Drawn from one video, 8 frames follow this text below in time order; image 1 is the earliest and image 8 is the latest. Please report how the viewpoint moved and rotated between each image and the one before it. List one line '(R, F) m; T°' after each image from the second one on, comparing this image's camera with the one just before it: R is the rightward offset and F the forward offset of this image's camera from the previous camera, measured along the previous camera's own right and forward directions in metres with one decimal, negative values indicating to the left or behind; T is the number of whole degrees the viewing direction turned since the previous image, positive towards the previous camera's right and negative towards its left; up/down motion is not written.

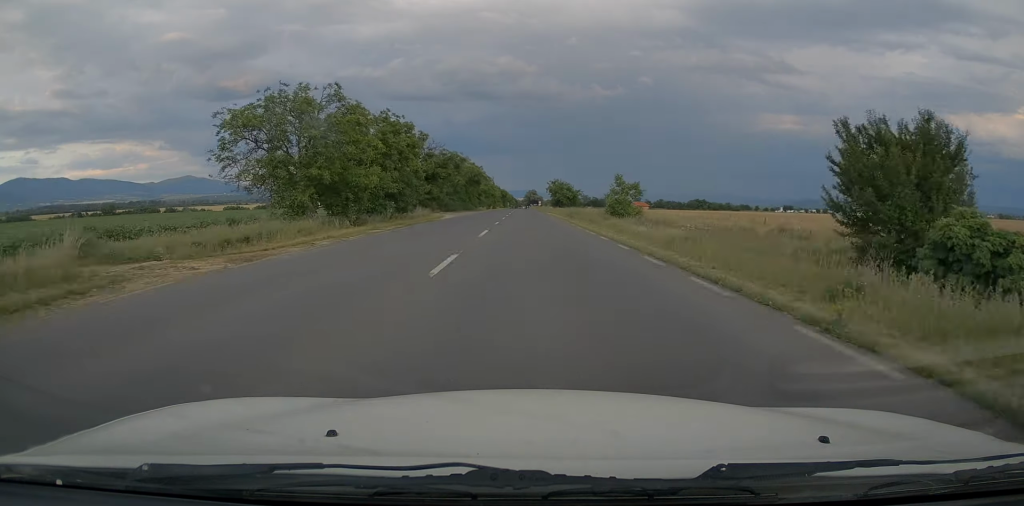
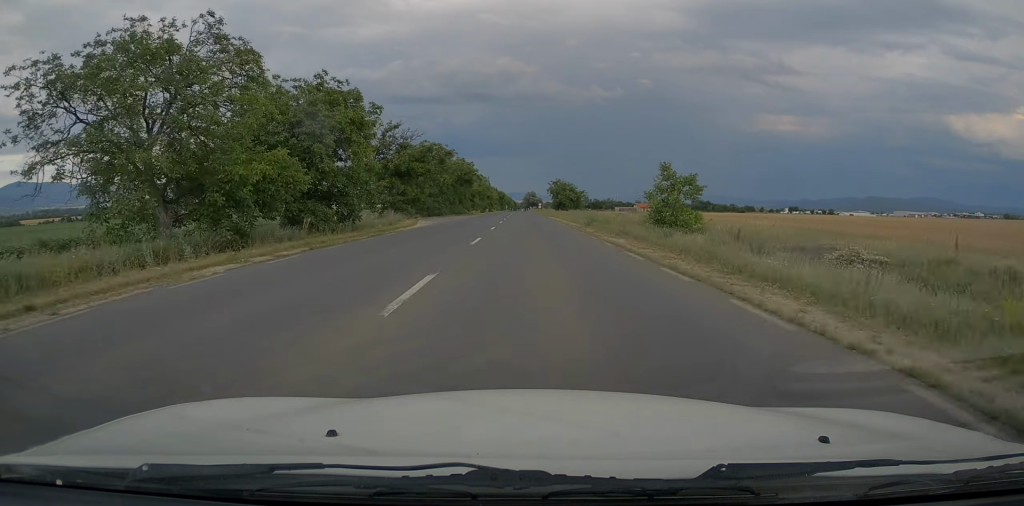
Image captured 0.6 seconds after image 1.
(+0.1, +14.1) m; 0°
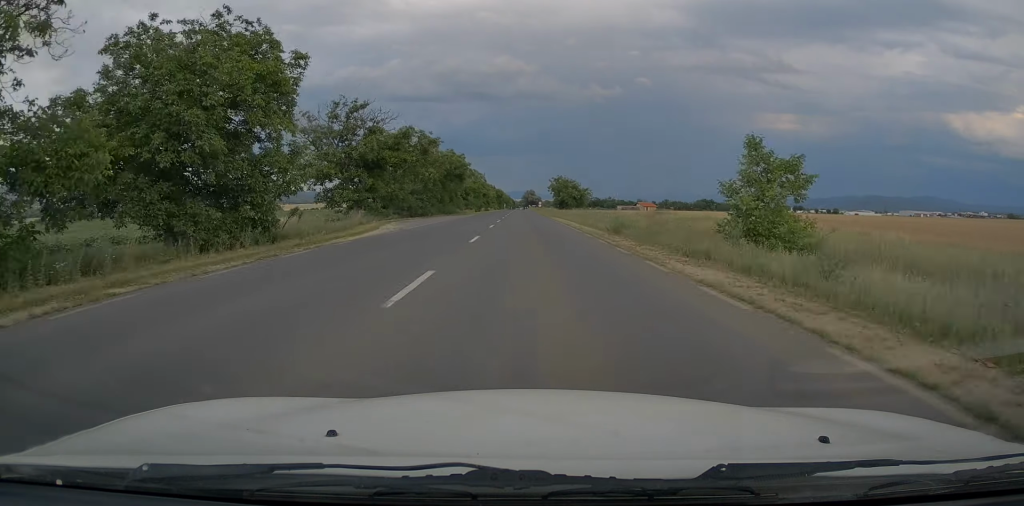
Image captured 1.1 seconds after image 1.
(+0.1, +10.8) m; 0°
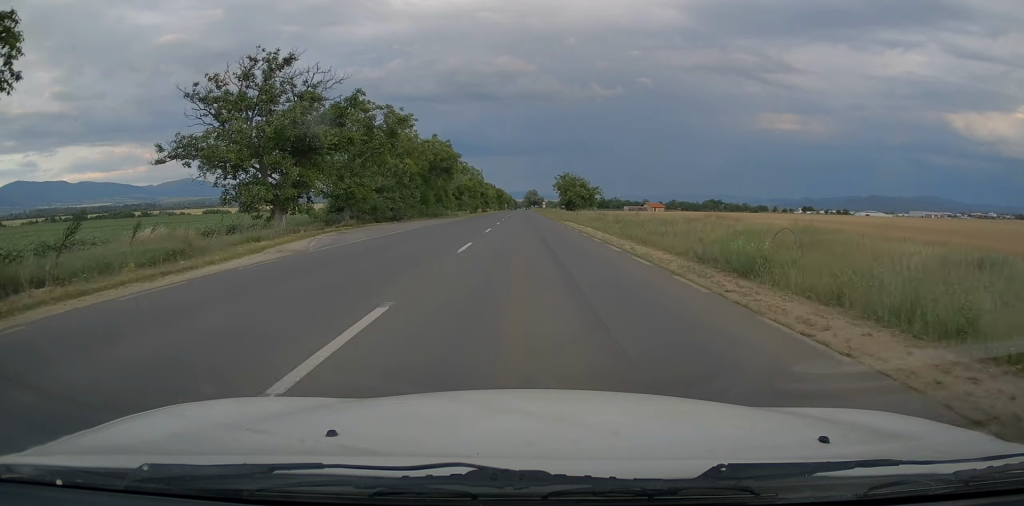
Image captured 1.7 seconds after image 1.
(-0.1, +14.3) m; 0°
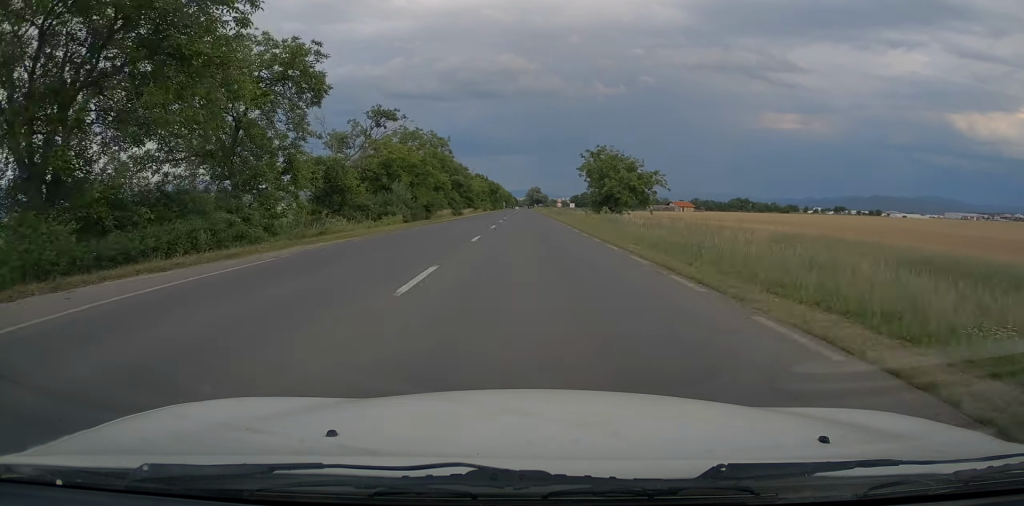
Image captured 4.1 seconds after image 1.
(-0.5, +51.5) m; 0°
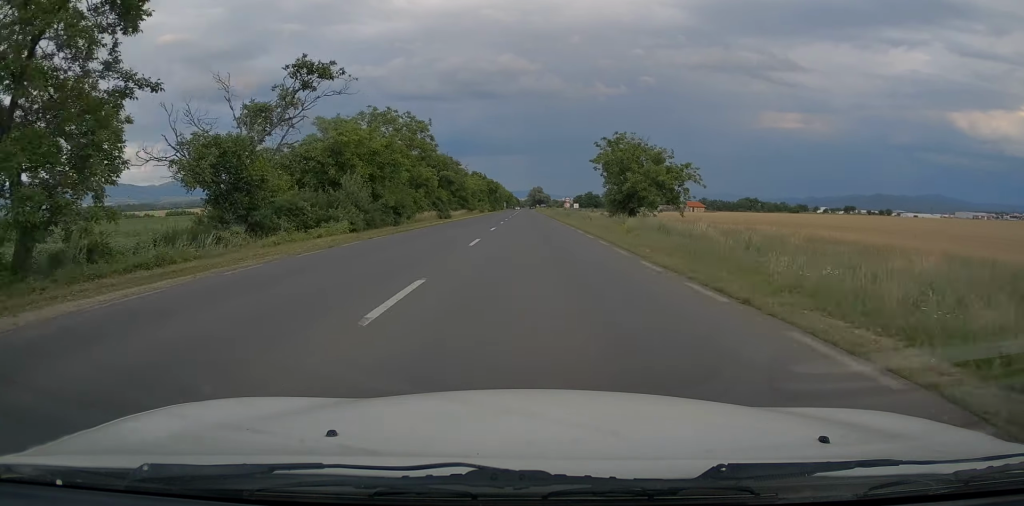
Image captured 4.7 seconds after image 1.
(+0.1, +12.8) m; 0°
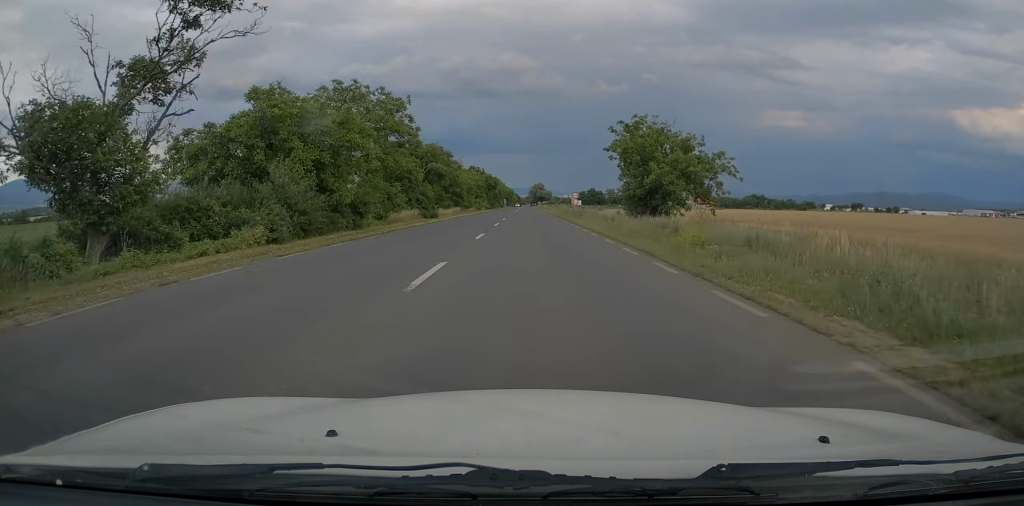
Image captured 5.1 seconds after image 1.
(+0.2, +9.2) m; 0°
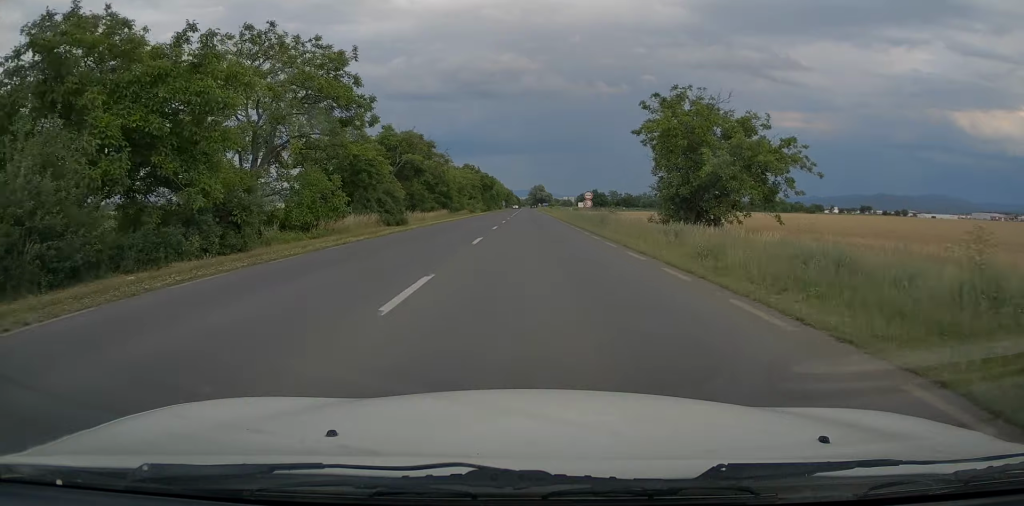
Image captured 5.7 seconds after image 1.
(-0.1, +12.6) m; 0°
